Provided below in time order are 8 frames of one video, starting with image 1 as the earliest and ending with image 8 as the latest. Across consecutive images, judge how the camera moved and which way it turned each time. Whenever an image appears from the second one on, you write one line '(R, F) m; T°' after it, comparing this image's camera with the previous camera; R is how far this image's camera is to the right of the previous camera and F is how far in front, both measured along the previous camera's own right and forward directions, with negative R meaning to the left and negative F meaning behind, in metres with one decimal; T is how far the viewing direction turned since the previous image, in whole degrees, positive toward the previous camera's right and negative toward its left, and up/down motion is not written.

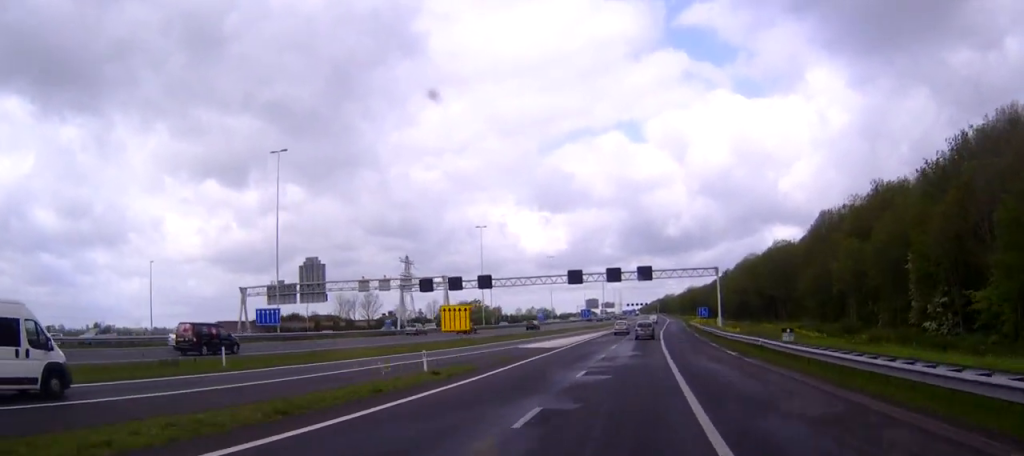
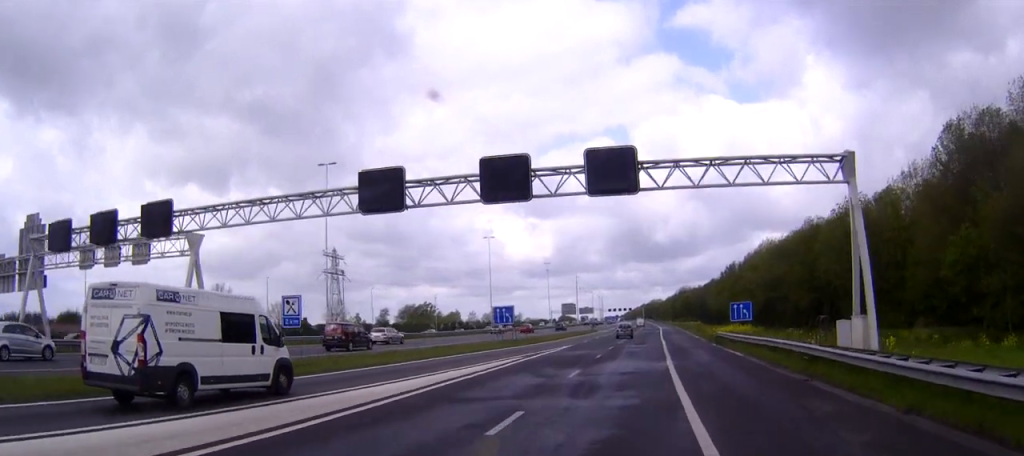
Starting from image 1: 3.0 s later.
(+1.3, +61.0) m; +2°
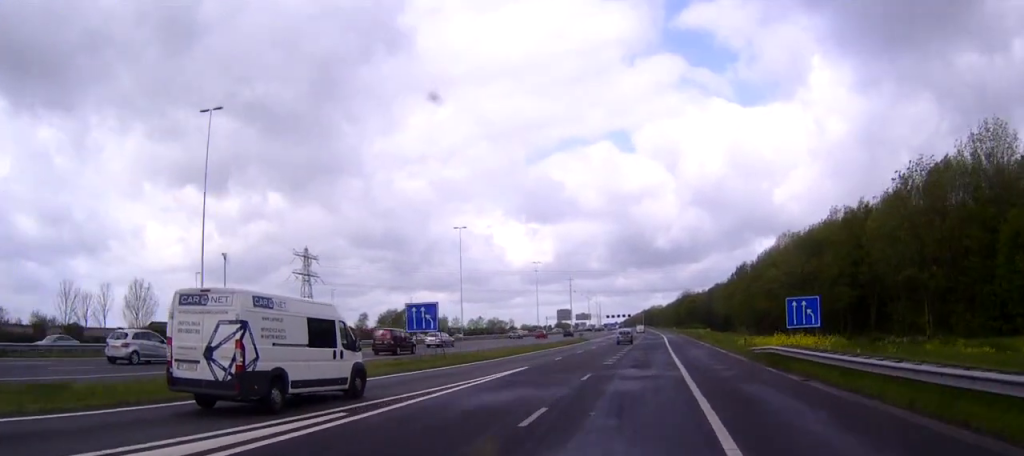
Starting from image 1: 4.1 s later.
(0.0, +22.6) m; 0°
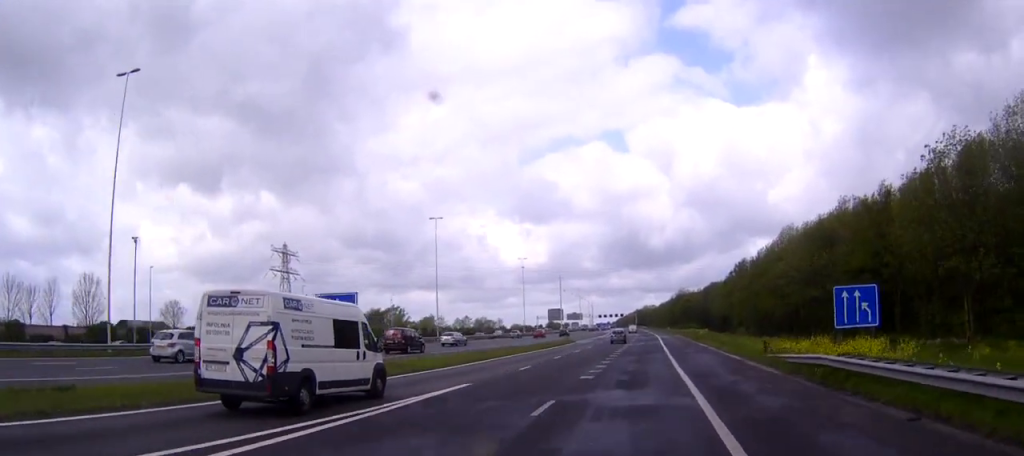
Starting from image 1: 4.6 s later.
(0.0, +10.2) m; 0°
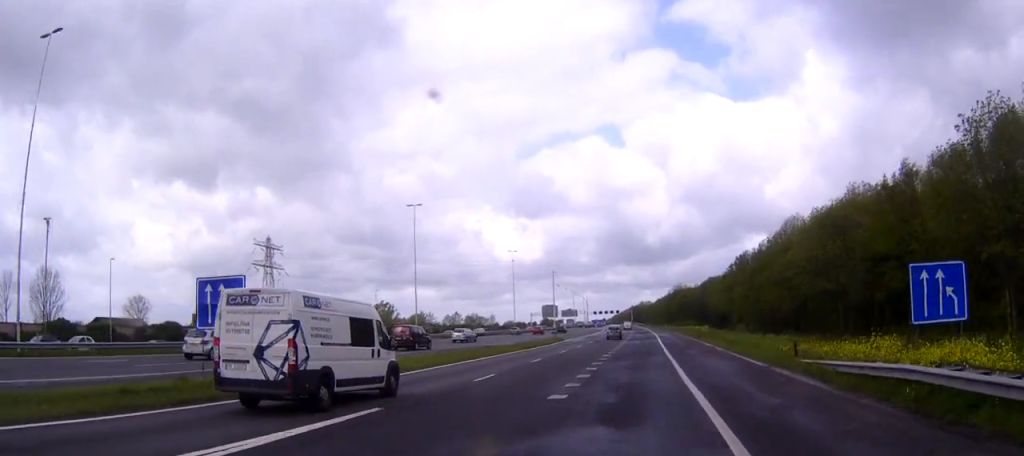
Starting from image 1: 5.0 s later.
(0.0, +8.1) m; 0°
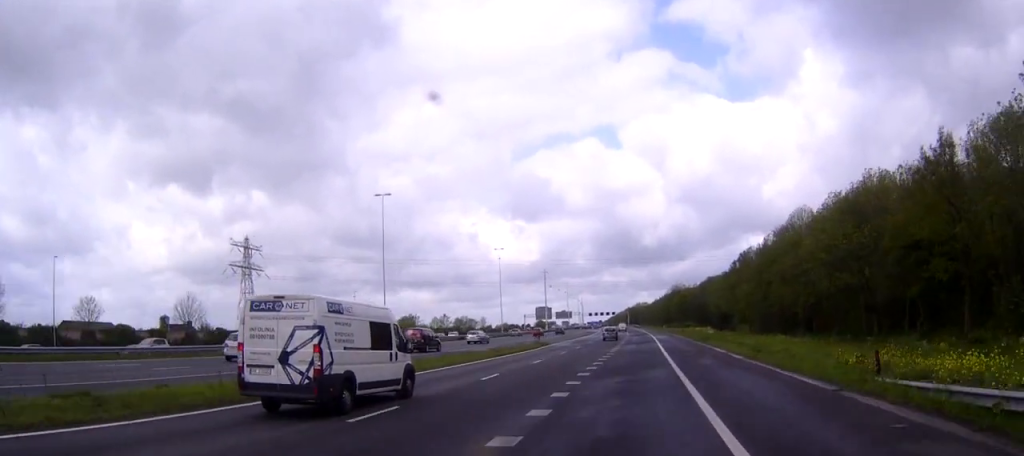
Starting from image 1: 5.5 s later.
(+0.1, +10.8) m; 0°
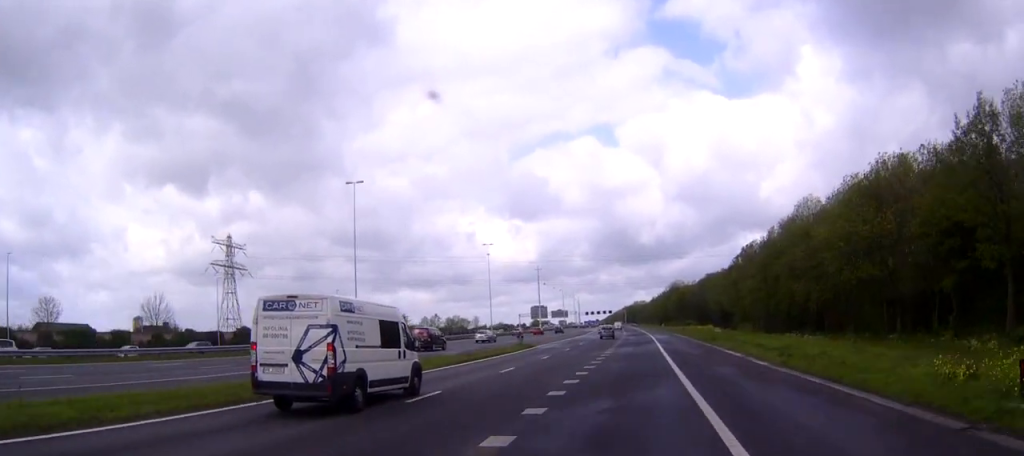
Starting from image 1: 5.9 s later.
(+0.1, +8.1) m; 0°
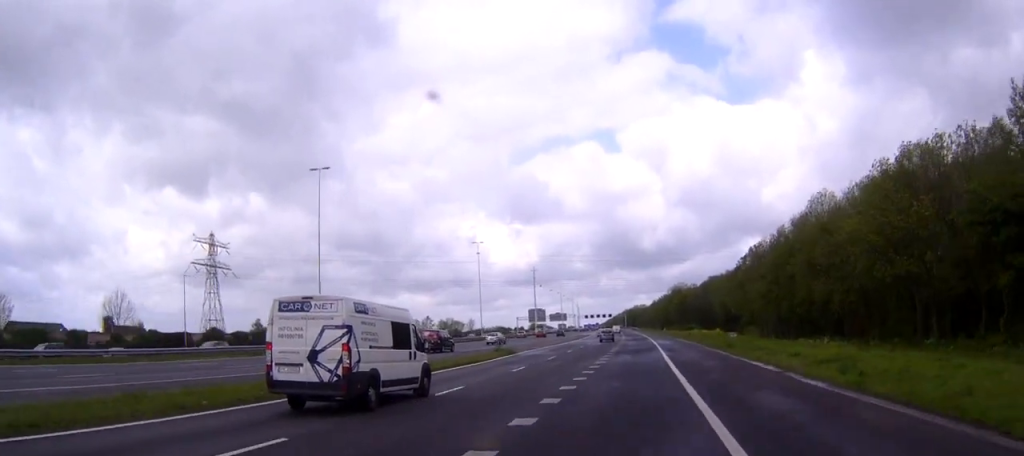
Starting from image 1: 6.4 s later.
(0.0, +9.4) m; 0°
